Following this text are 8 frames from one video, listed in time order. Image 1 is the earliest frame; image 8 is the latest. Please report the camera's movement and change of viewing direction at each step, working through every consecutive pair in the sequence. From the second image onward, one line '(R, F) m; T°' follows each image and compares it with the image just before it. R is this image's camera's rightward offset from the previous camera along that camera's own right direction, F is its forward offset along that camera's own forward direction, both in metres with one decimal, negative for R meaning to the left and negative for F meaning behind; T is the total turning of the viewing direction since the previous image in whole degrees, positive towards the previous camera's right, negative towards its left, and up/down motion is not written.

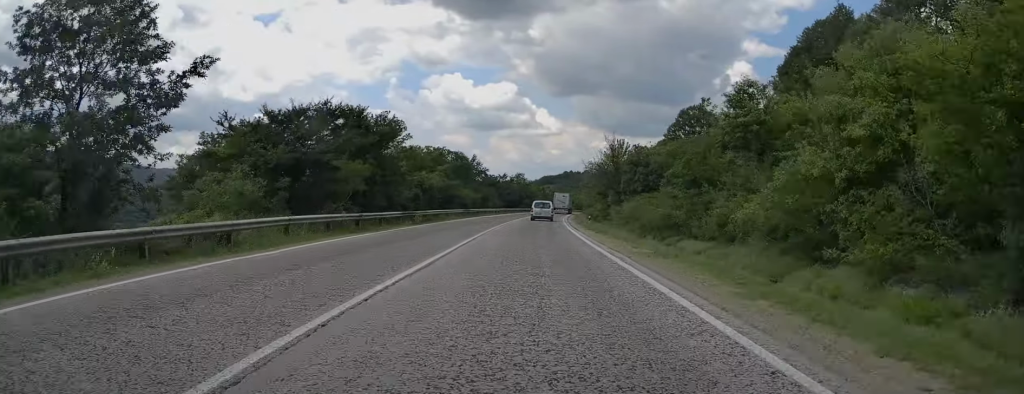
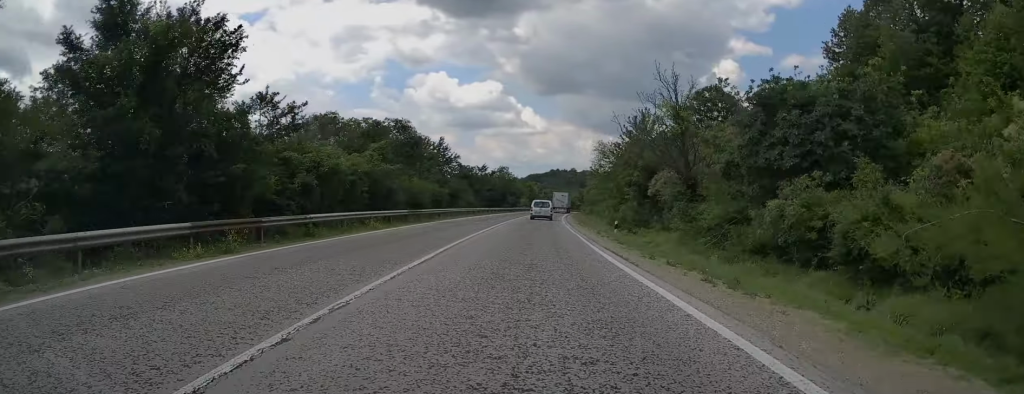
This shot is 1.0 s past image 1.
(+0.2, +20.8) m; +2°
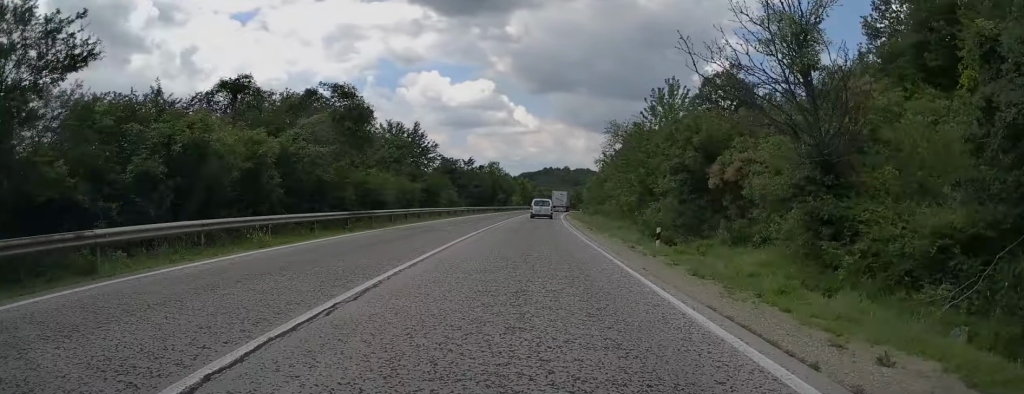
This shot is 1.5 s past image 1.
(0.0, +10.8) m; +1°
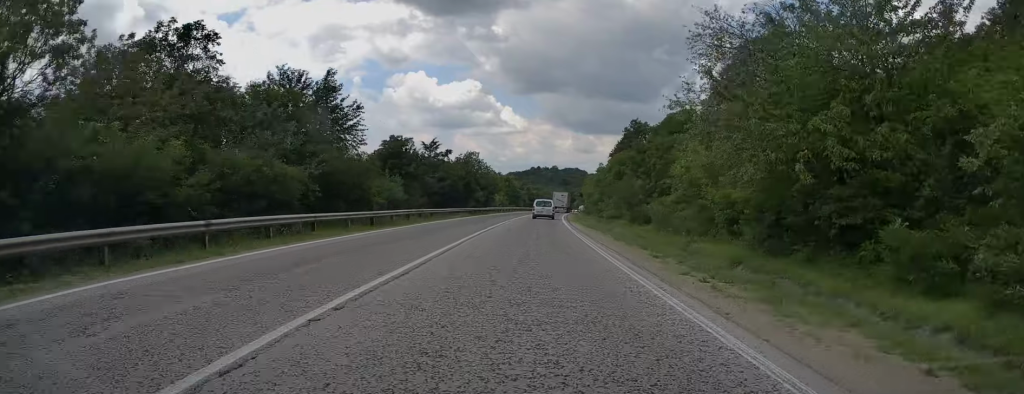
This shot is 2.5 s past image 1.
(+0.5, +22.4) m; +1°
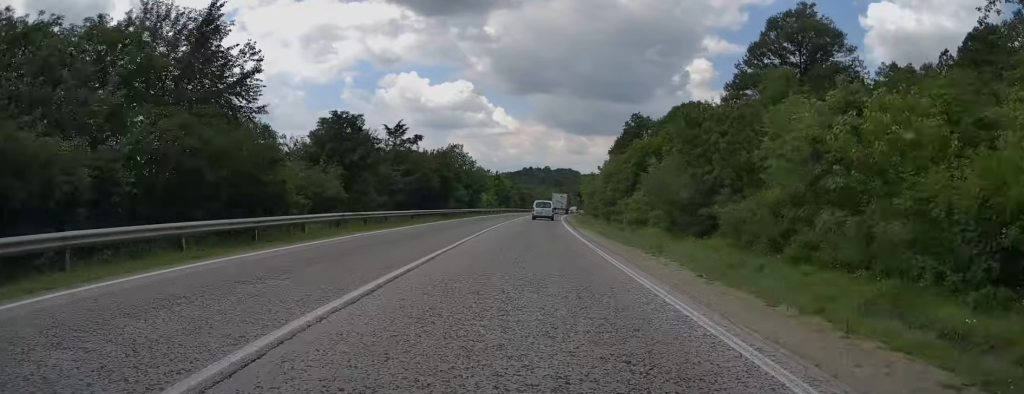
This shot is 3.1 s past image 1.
(0.0, +12.4) m; +1°
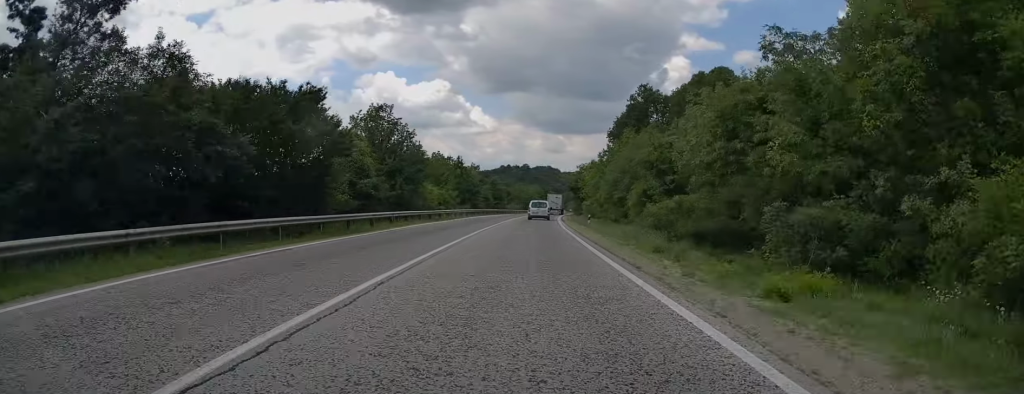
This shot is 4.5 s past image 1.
(+0.5, +32.0) m; +2°
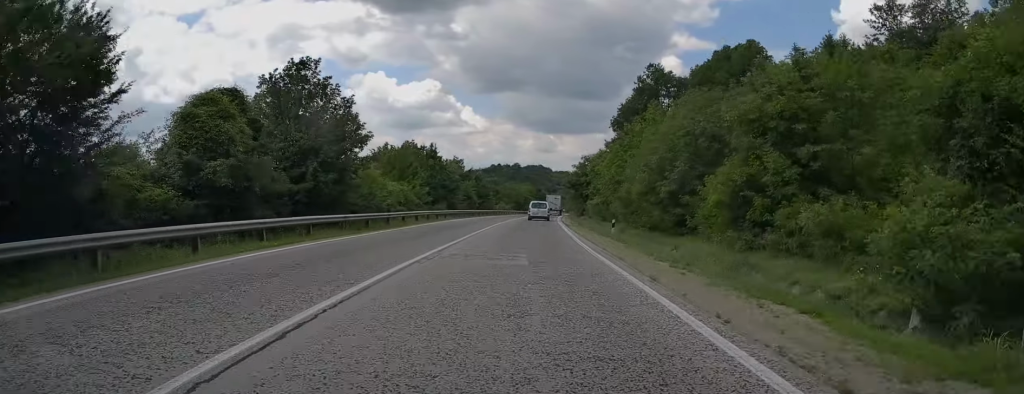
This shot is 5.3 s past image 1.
(0.0, +16.0) m; 0°
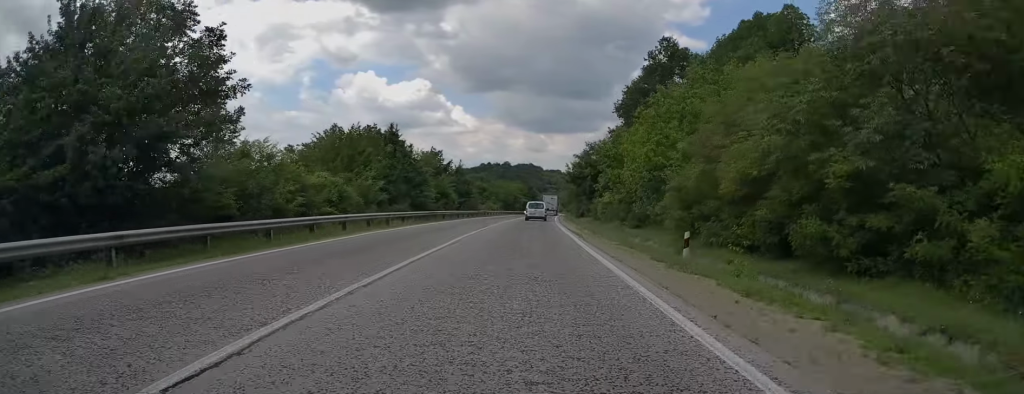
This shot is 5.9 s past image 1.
(0.0, +14.5) m; 0°
